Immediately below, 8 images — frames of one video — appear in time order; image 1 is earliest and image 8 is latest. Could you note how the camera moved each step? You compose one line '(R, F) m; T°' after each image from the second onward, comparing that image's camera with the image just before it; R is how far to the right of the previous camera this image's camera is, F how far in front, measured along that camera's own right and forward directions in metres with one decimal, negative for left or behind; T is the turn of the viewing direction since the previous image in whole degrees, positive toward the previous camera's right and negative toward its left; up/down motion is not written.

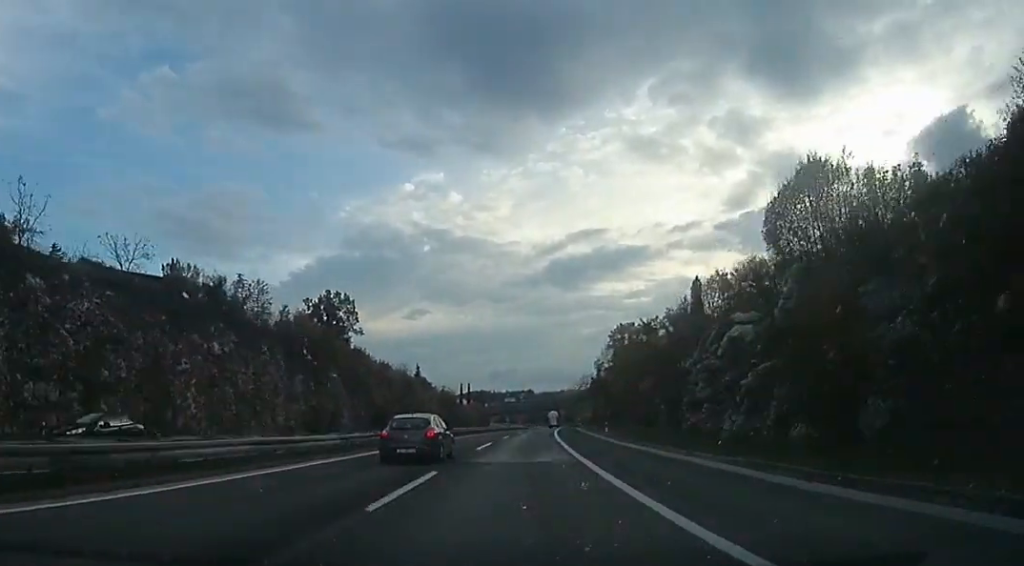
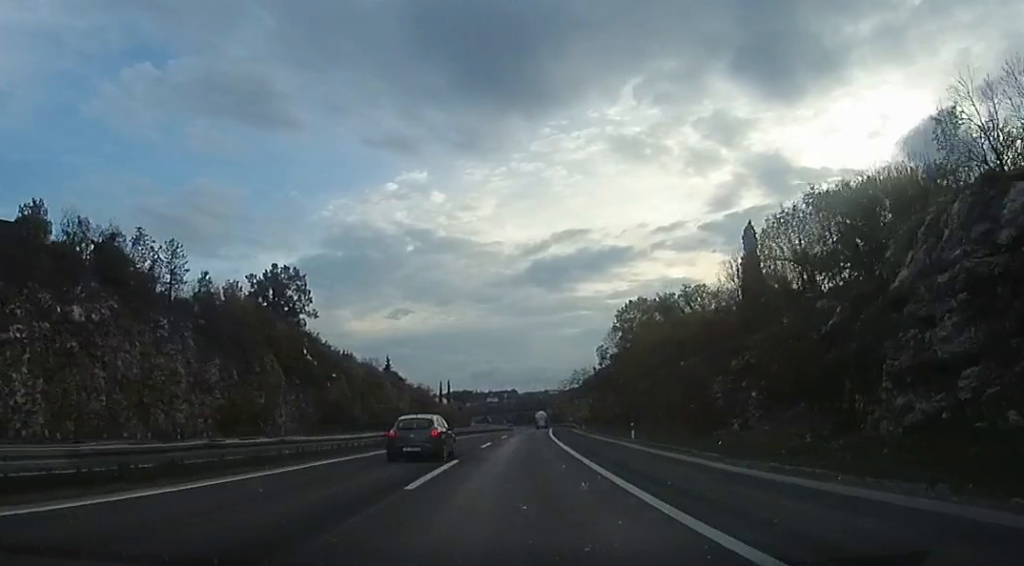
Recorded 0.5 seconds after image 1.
(-0.3, +15.4) m; +2°
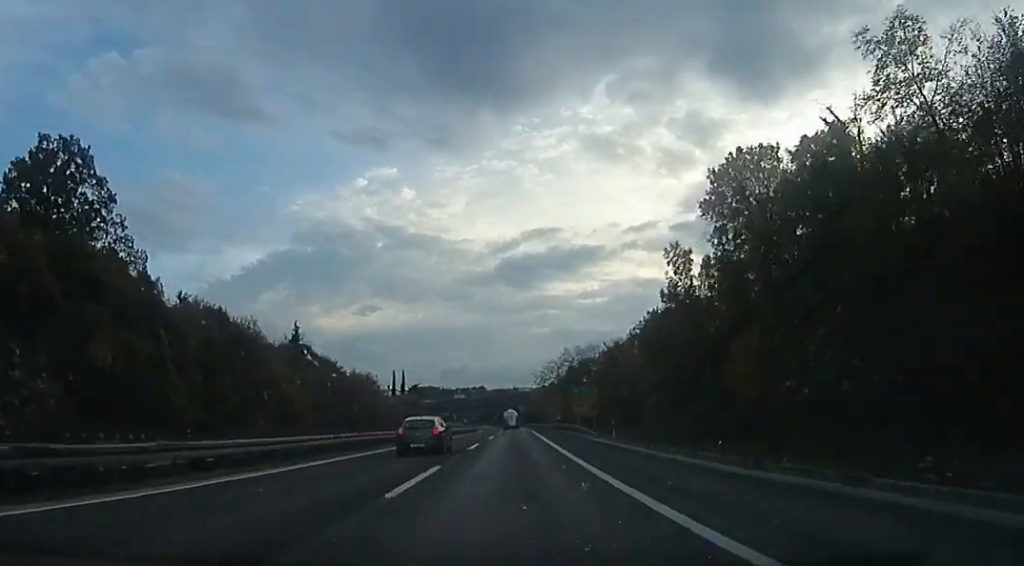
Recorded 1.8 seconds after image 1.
(+1.7, +37.3) m; +2°
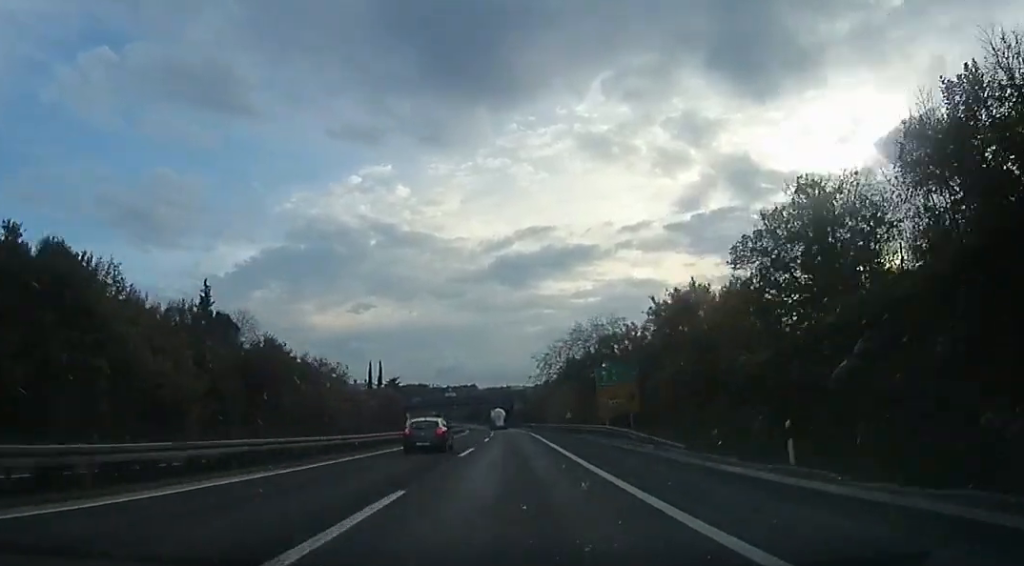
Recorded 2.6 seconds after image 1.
(-0.5, +23.8) m; 0°
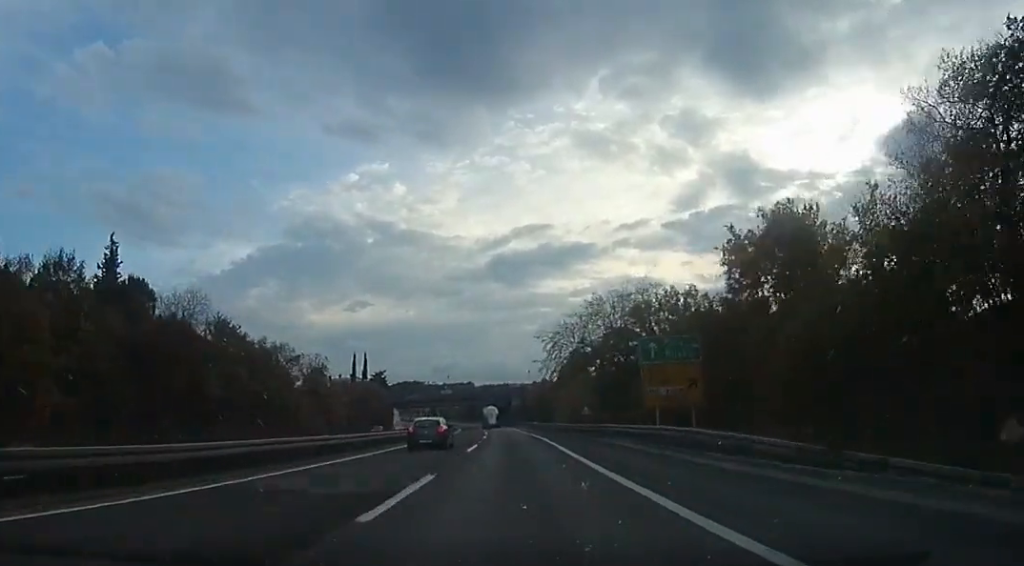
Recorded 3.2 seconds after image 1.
(+0.5, +15.0) m; 0°
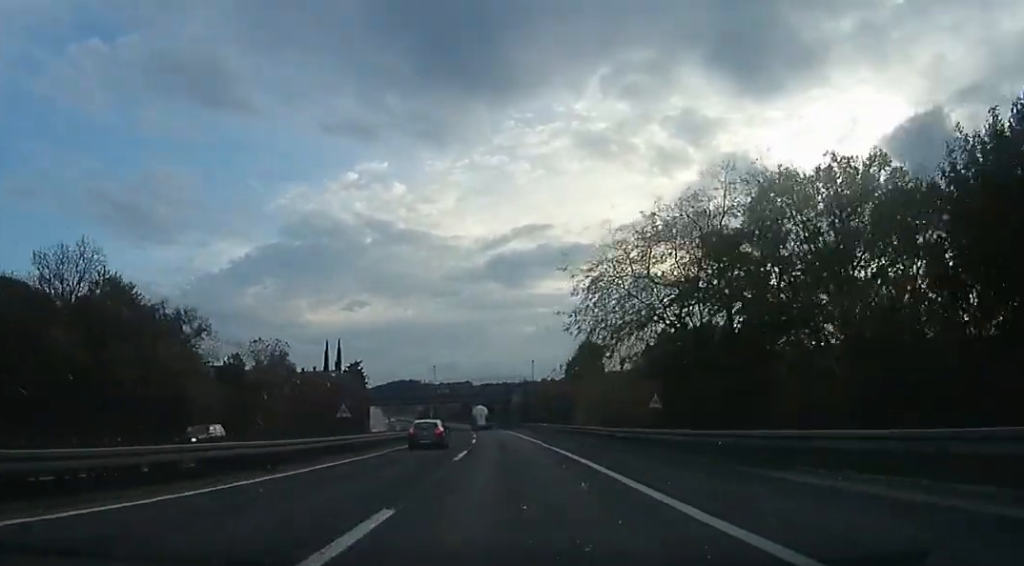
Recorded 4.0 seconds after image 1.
(-0.2, +23.2) m; +1°
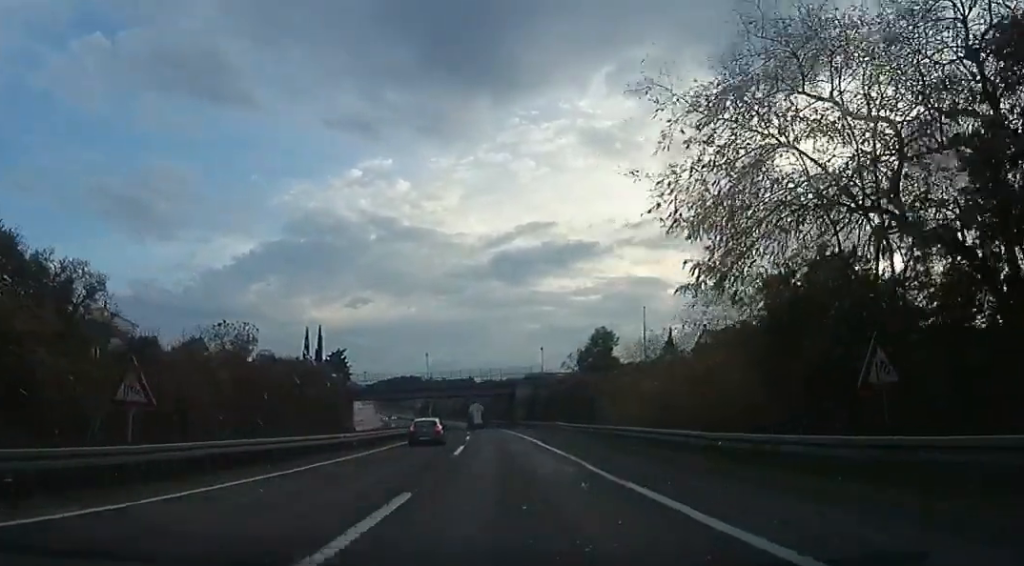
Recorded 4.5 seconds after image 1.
(-0.5, +15.9) m; +1°
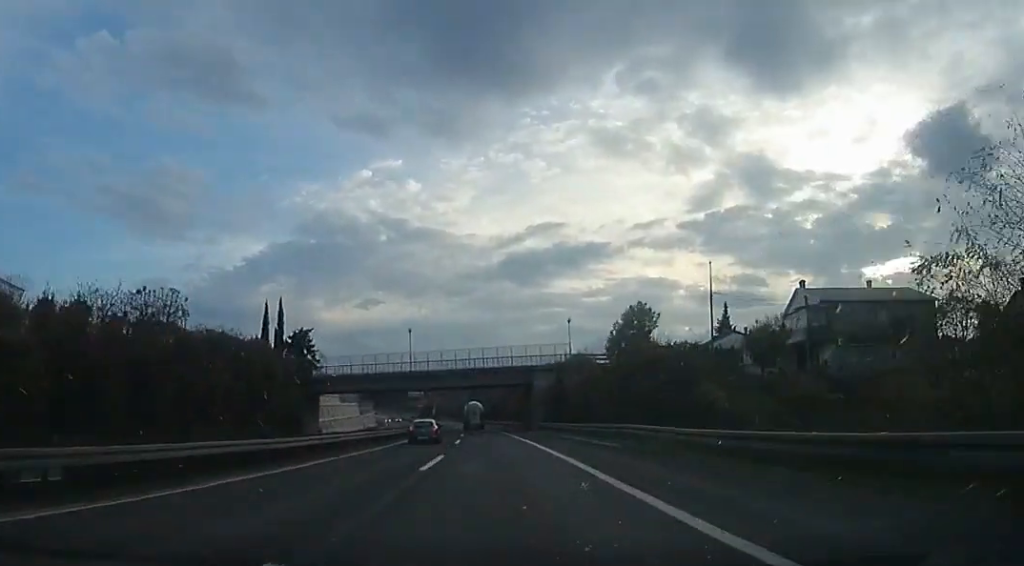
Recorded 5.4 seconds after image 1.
(+1.3, +24.8) m; 0°
